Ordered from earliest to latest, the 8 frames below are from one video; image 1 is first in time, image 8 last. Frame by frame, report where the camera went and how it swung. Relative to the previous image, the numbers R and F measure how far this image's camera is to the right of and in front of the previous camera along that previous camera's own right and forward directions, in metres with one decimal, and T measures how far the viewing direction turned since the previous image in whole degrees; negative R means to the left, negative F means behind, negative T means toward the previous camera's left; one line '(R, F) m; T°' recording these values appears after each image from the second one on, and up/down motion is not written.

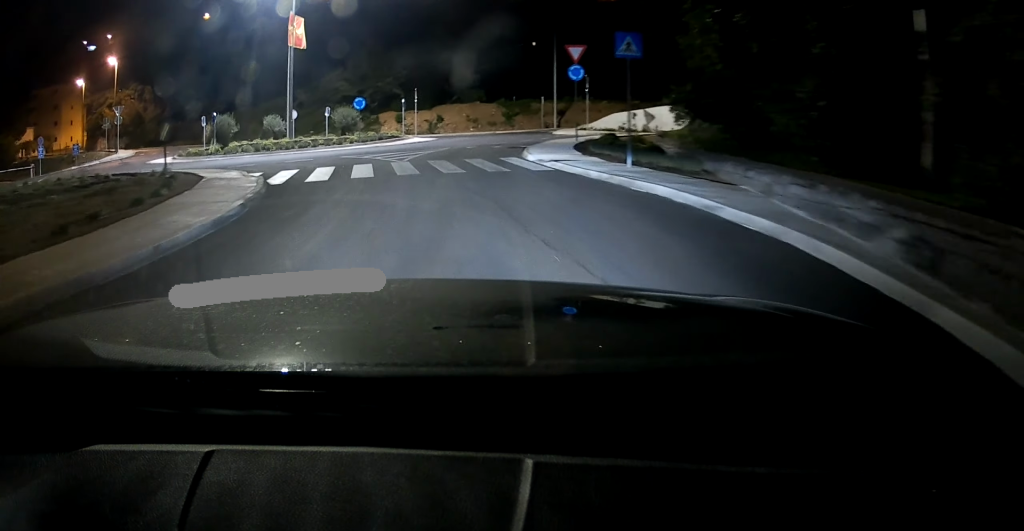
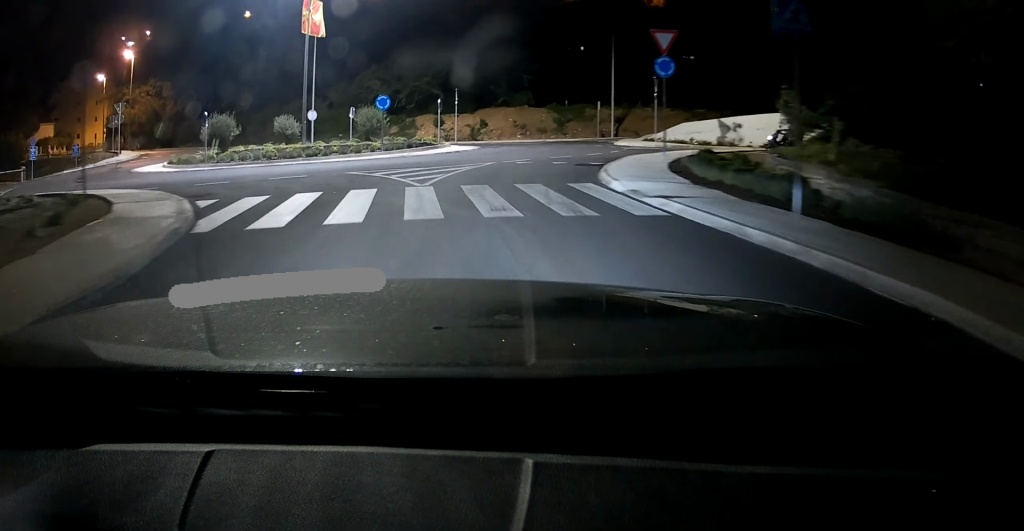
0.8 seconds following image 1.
(-0.1, +6.2) m; -2°
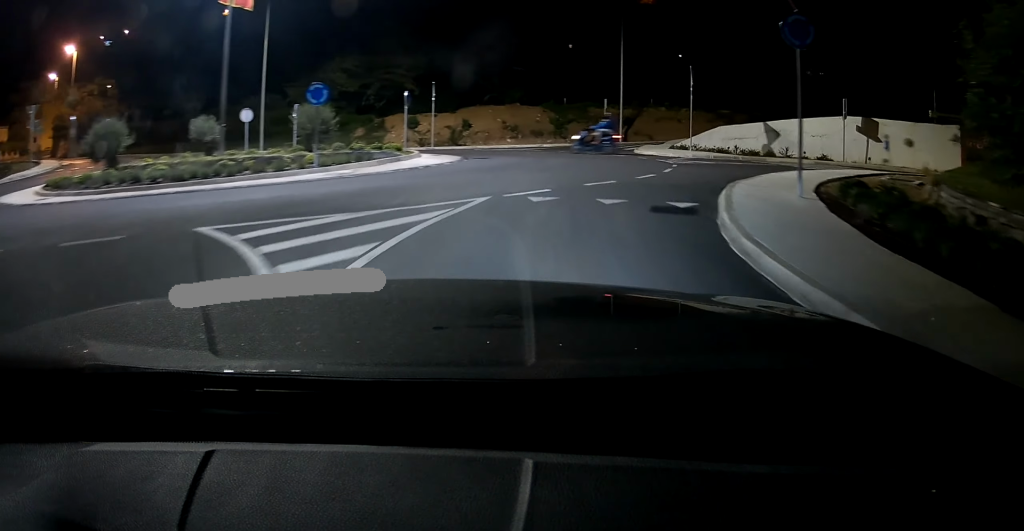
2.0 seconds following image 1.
(-0.1, +8.3) m; +1°
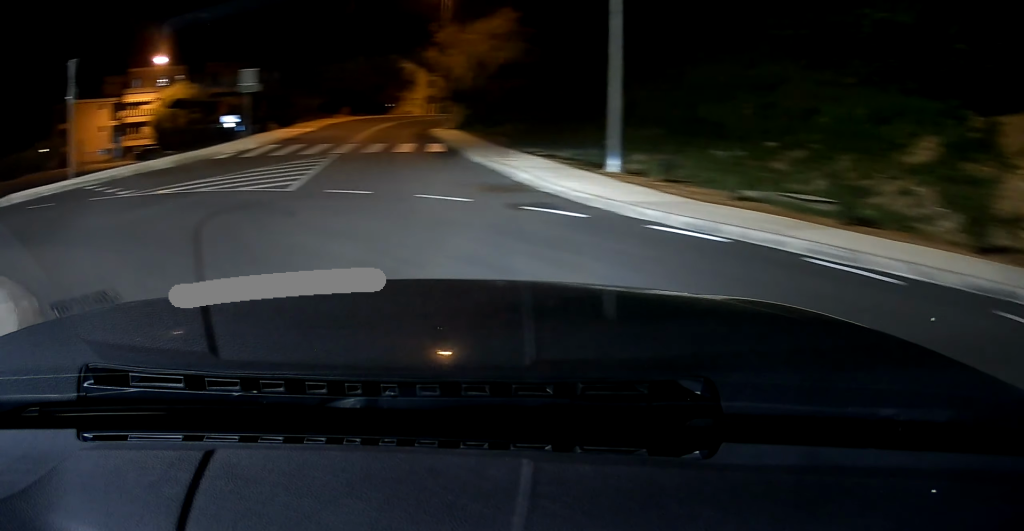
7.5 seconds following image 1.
(-8.8, +27.5) m; -79°
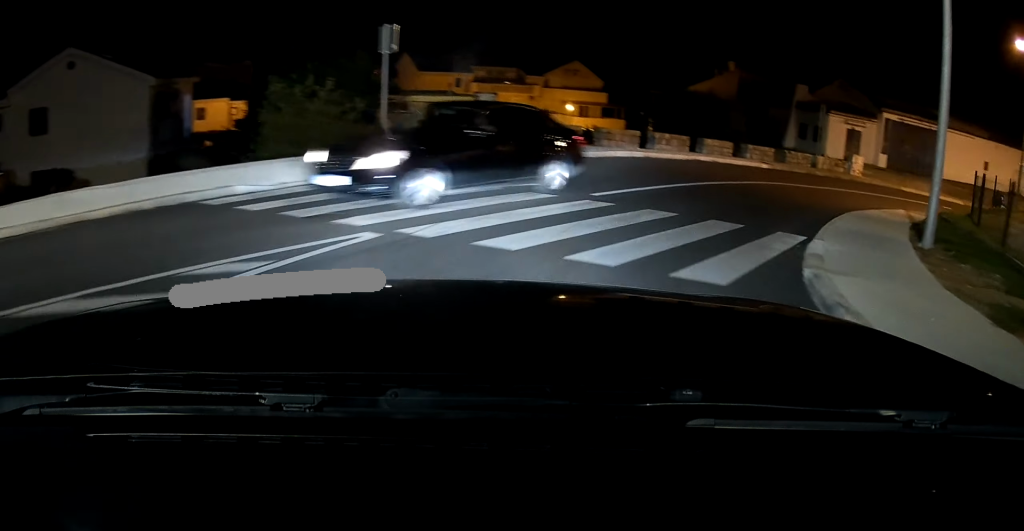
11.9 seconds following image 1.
(-19.8, +16.6) m; -52°
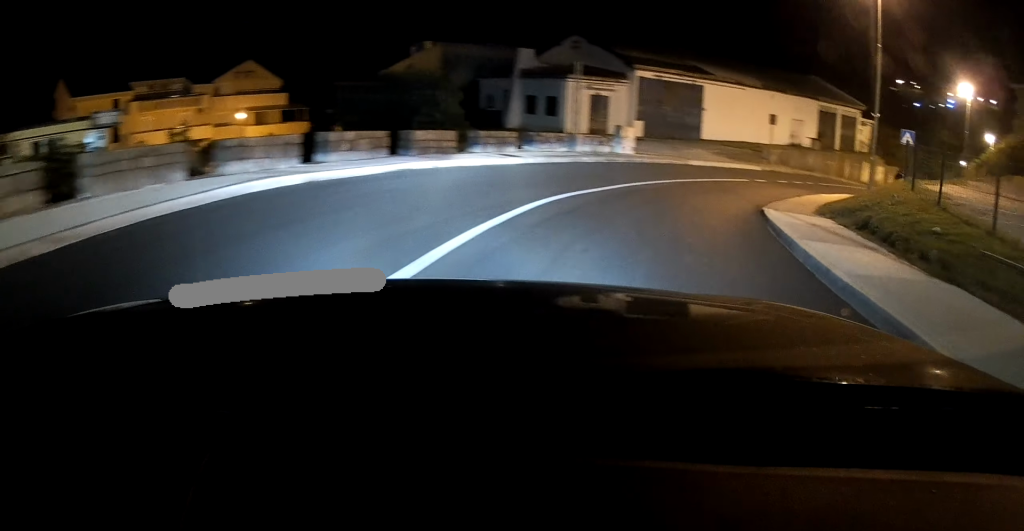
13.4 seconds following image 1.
(+1.0, +10.1) m; +17°
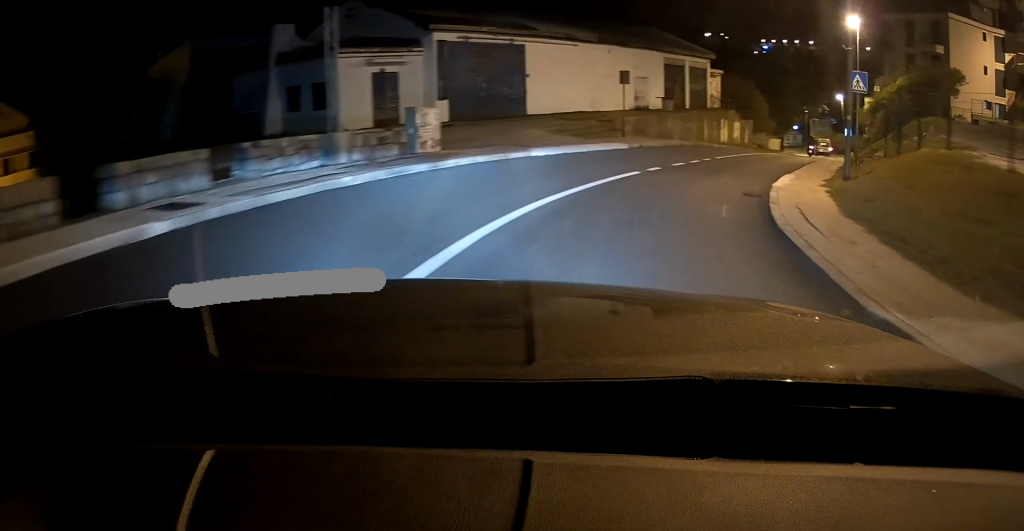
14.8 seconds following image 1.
(+1.8, +10.8) m; +20°
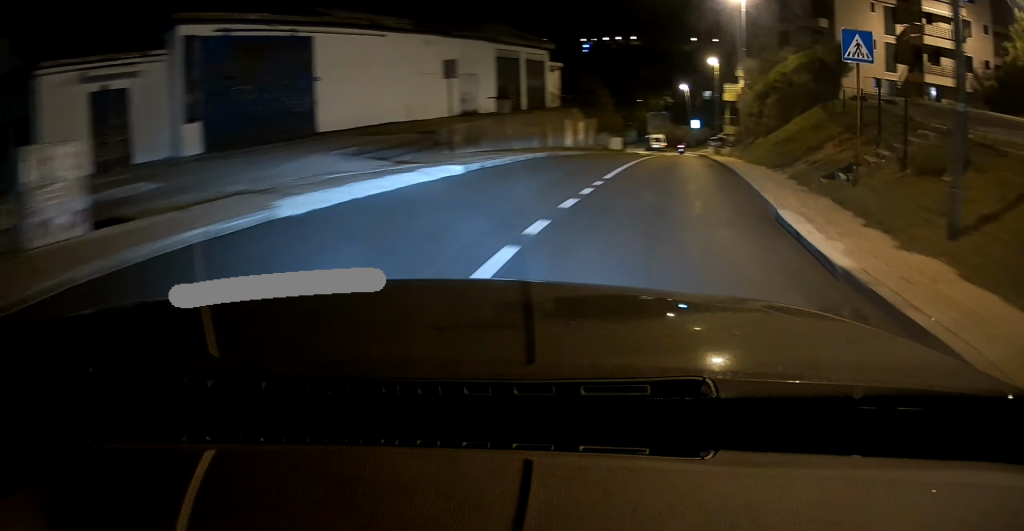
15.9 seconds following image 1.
(+1.5, +9.2) m; +9°
